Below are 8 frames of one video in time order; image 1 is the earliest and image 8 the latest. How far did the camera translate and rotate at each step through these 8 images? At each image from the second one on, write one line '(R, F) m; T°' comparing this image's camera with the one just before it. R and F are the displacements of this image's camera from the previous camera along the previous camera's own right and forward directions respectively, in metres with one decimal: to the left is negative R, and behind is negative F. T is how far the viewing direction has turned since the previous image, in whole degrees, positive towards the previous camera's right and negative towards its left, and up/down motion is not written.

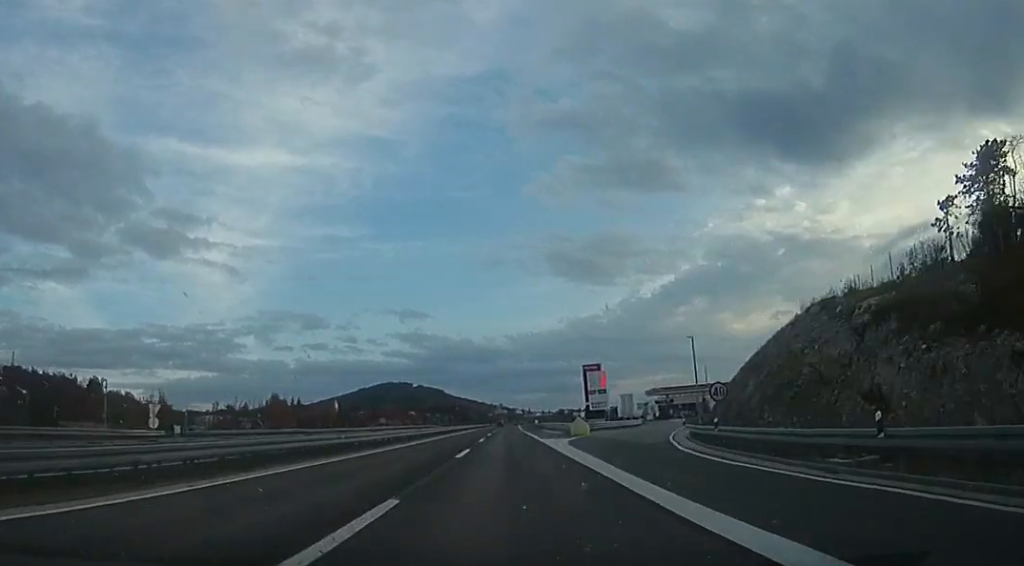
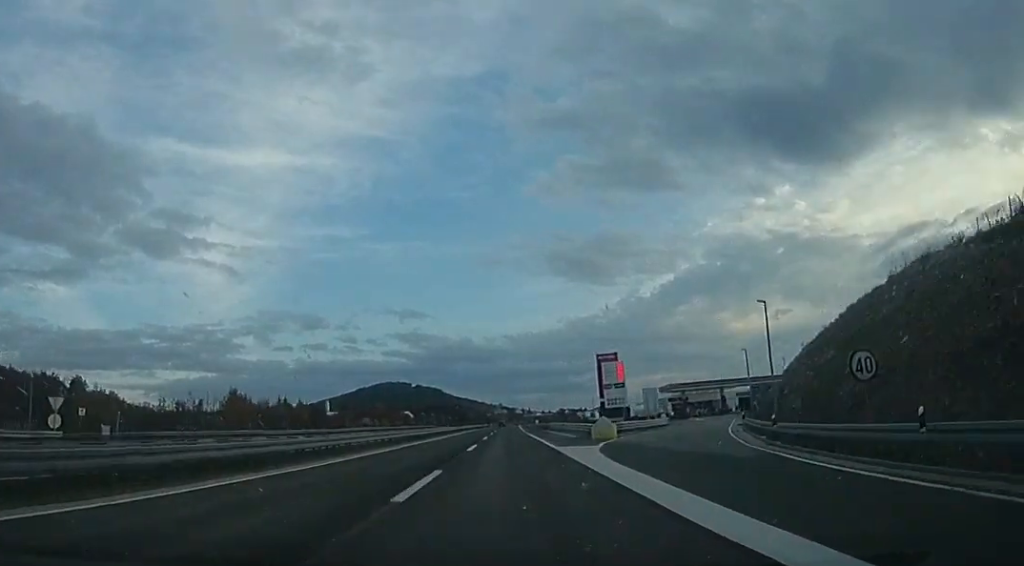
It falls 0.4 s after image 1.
(-0.2, +12.0) m; 0°
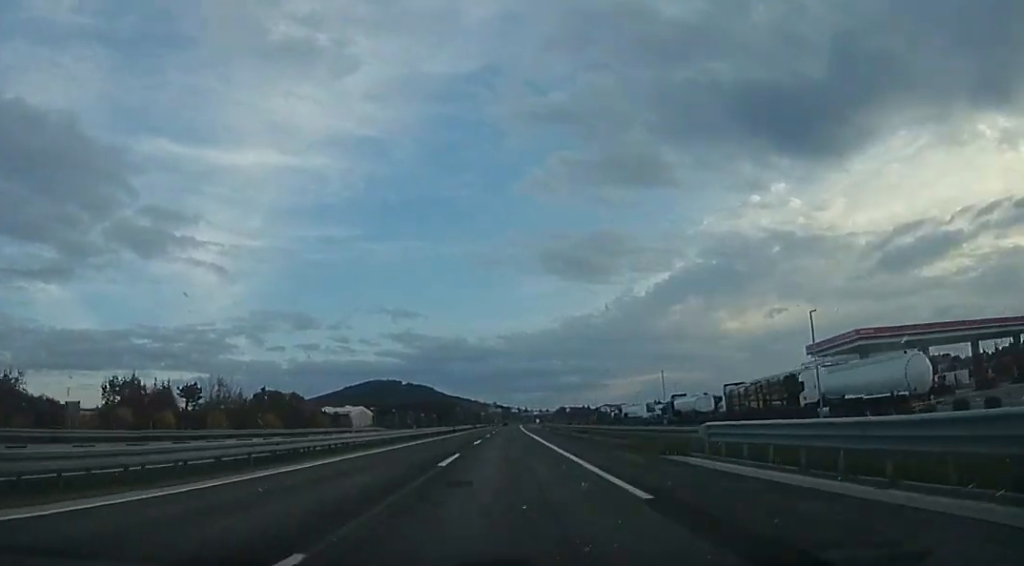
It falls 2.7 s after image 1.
(+0.3, +64.3) m; 0°
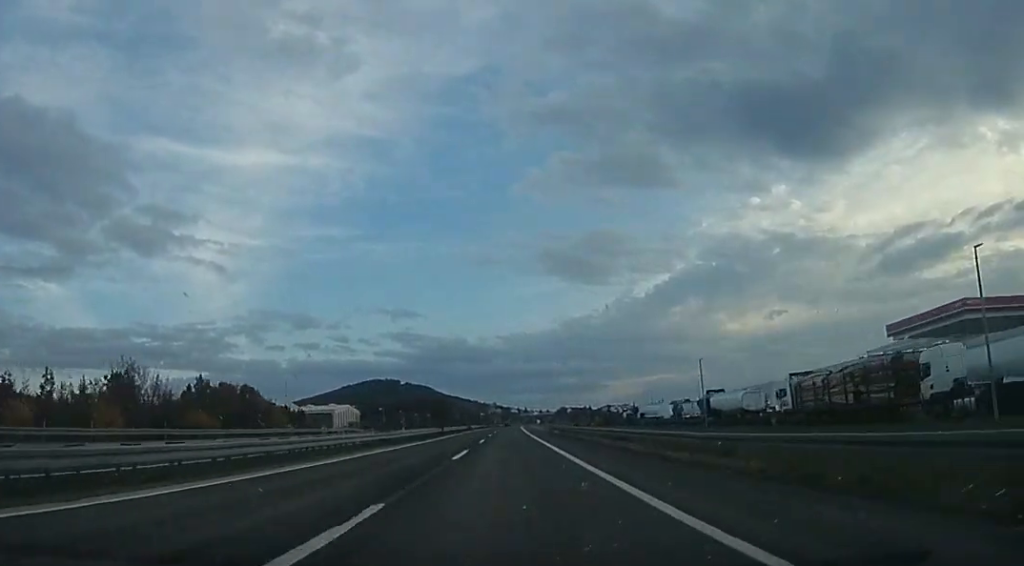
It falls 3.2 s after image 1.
(0.0, +14.2) m; -1°
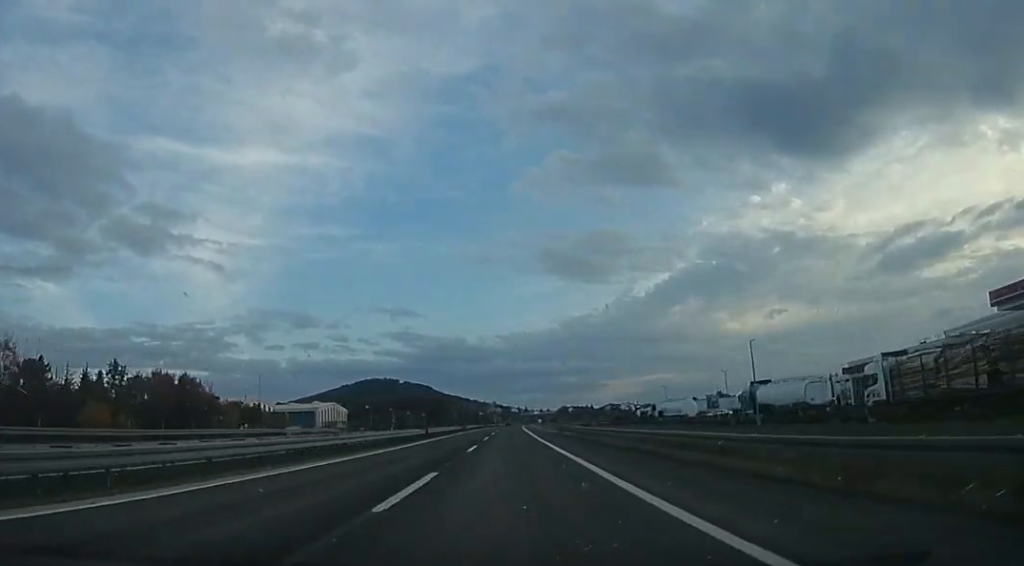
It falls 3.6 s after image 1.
(-0.2, +12.4) m; 0°
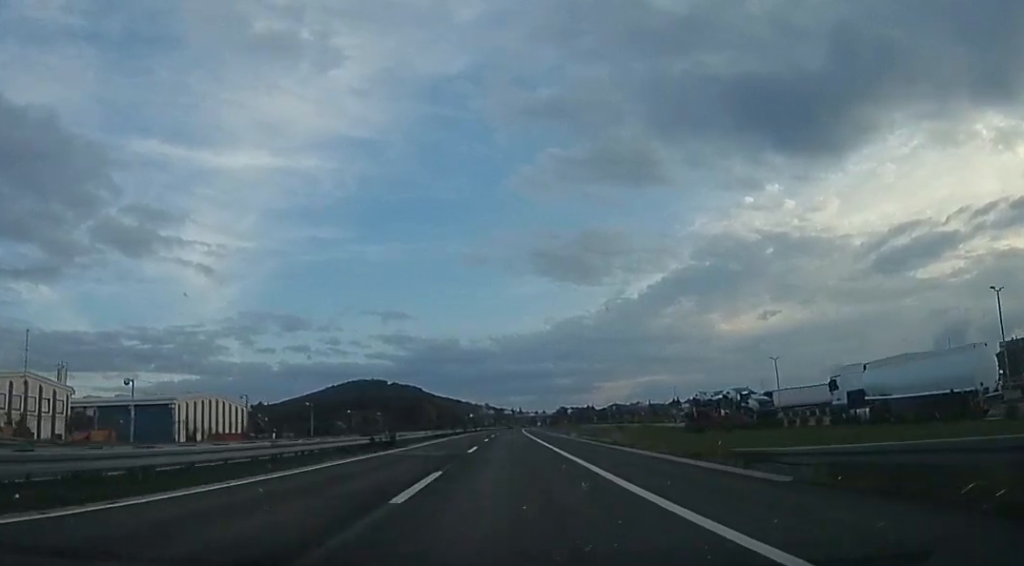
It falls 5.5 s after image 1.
(+1.3, +53.0) m; +2°
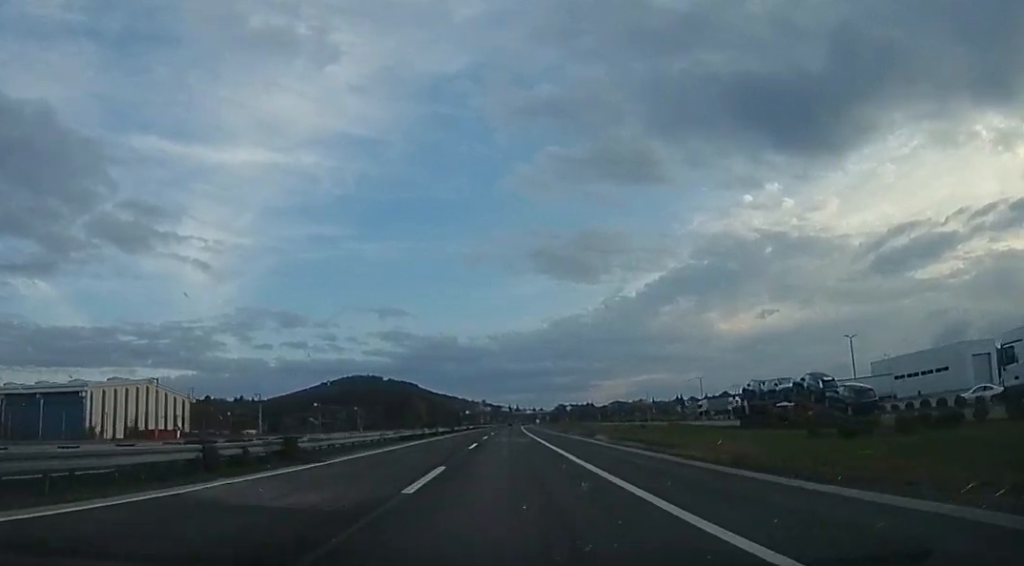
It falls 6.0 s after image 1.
(+0.1, +16.7) m; -1°
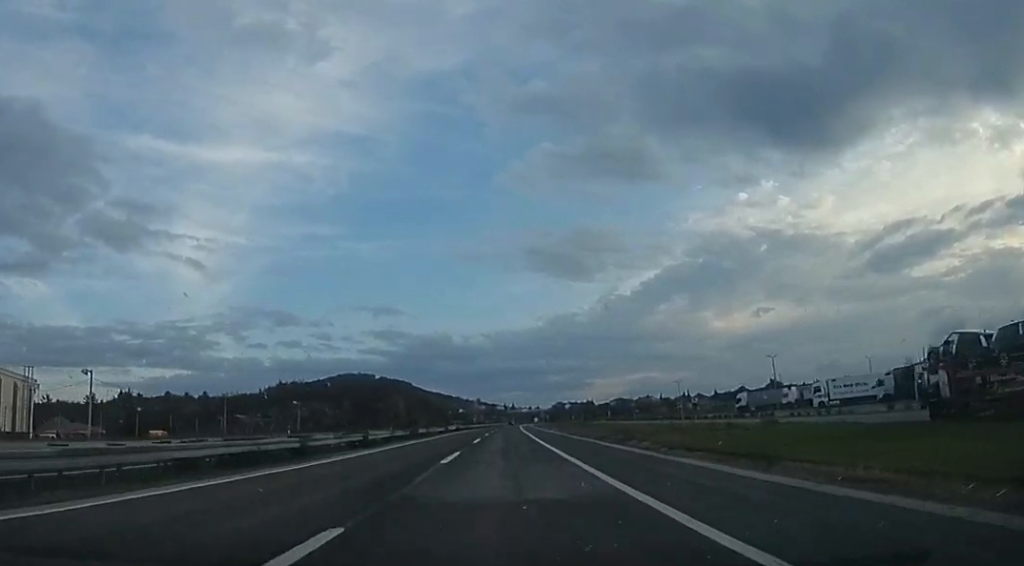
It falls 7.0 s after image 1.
(-0.4, +28.0) m; 0°
